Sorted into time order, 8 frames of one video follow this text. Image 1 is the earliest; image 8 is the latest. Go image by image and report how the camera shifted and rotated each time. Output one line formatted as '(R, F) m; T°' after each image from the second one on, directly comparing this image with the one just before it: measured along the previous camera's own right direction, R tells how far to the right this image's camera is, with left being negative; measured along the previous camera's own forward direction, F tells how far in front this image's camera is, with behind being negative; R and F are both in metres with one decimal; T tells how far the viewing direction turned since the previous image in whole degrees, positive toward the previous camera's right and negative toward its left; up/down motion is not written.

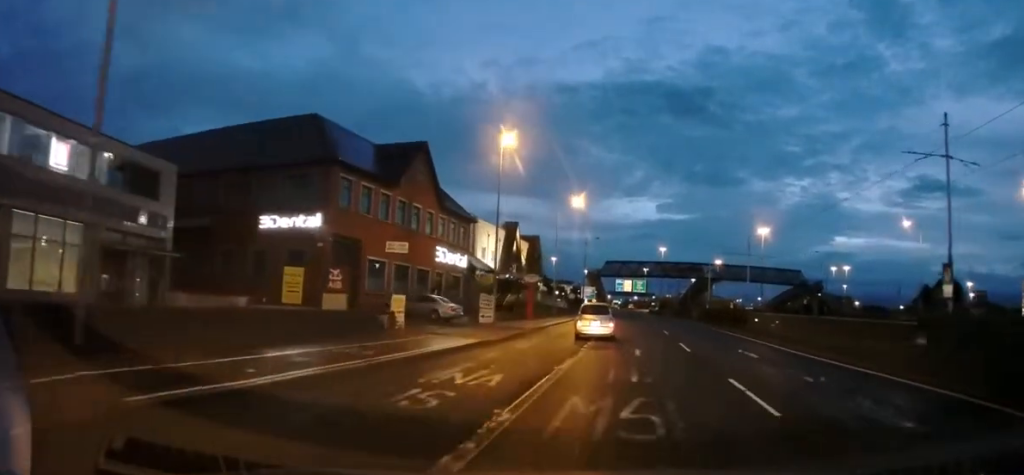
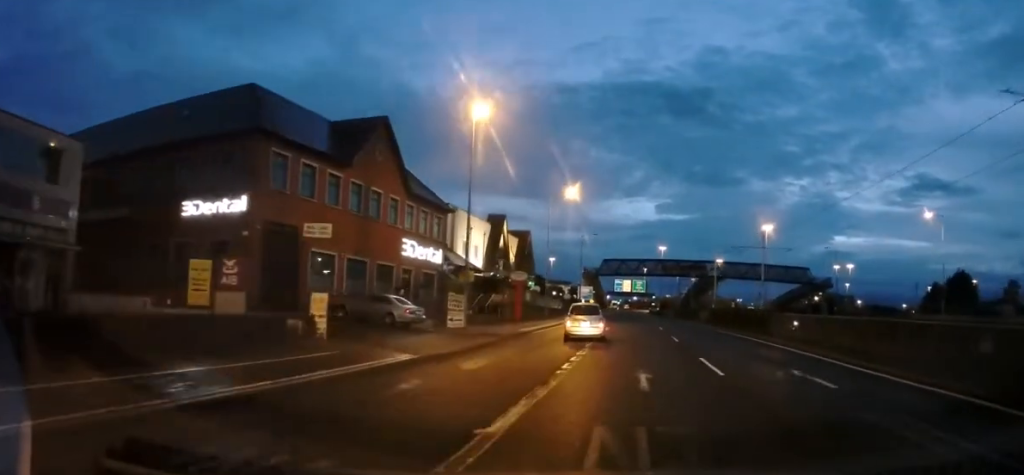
(+0.3, +6.8) m; 0°
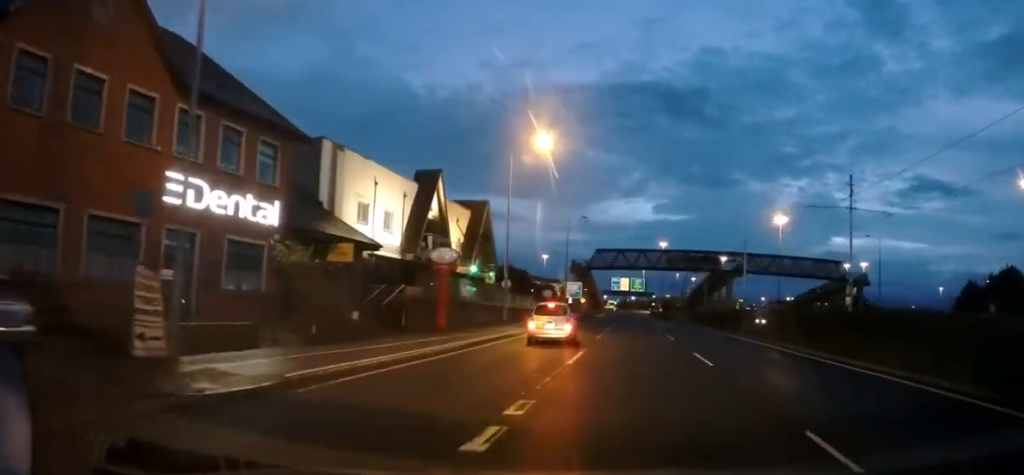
(-0.4, +22.0) m; 0°
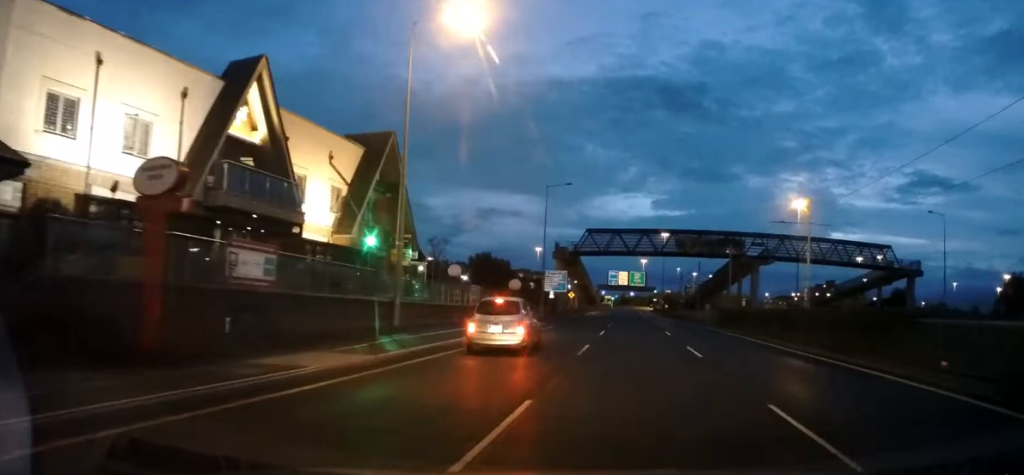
(+0.1, +21.8) m; -1°
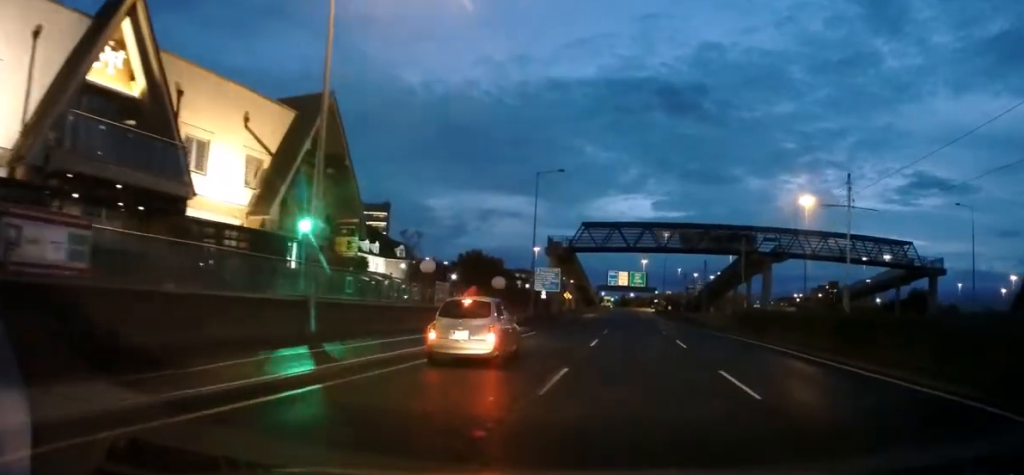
(-0.1, +7.2) m; 0°
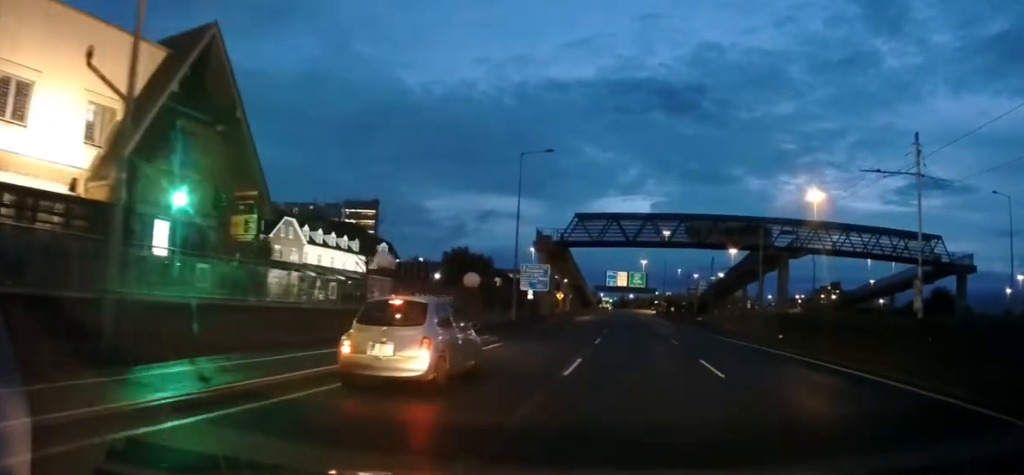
(-0.1, +8.3) m; +1°
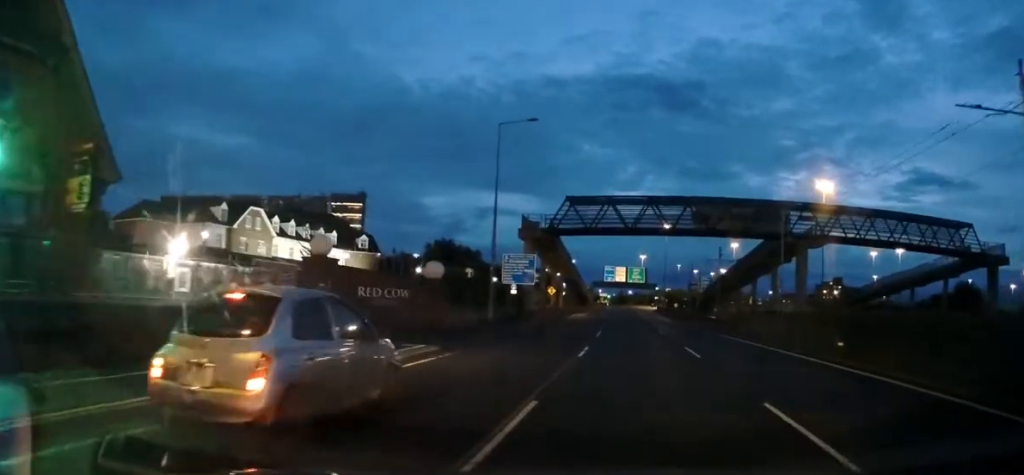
(0.0, +7.8) m; +1°
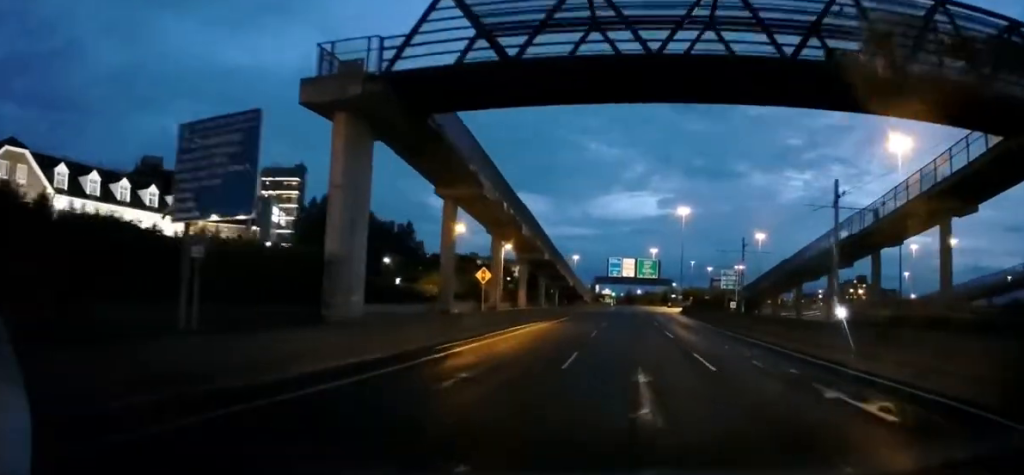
(-0.1, +38.5) m; -2°
